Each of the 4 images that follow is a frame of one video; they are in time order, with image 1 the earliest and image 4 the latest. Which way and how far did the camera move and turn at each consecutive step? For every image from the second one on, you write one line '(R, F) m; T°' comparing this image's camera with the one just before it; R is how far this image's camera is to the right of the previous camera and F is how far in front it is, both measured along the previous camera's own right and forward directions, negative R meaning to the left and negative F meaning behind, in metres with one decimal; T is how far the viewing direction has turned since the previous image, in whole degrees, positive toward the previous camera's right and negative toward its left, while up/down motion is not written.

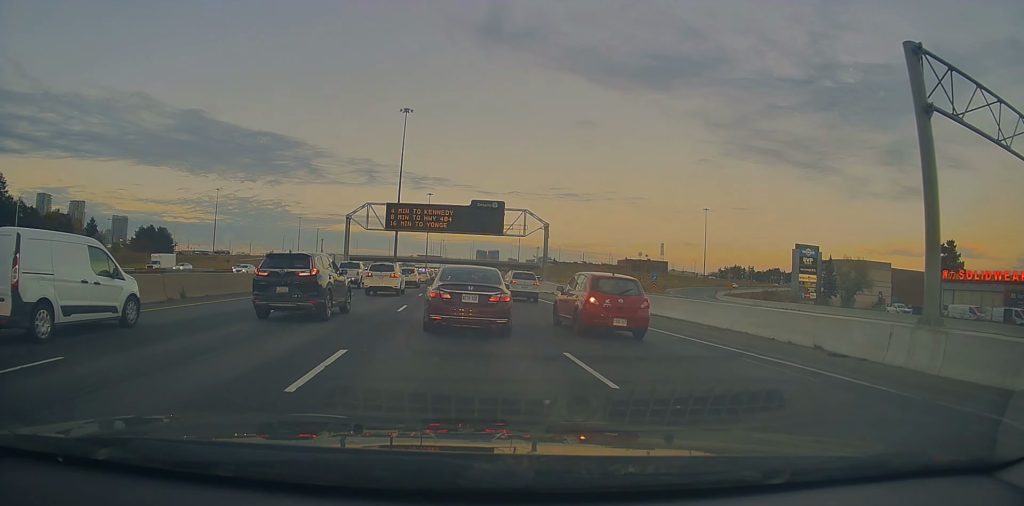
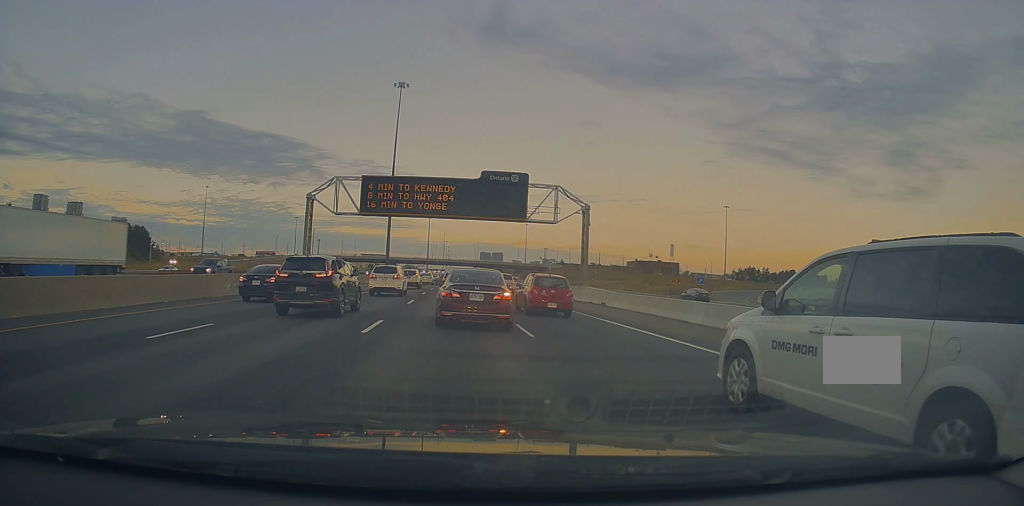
(-0.4, +18.9) m; -4°
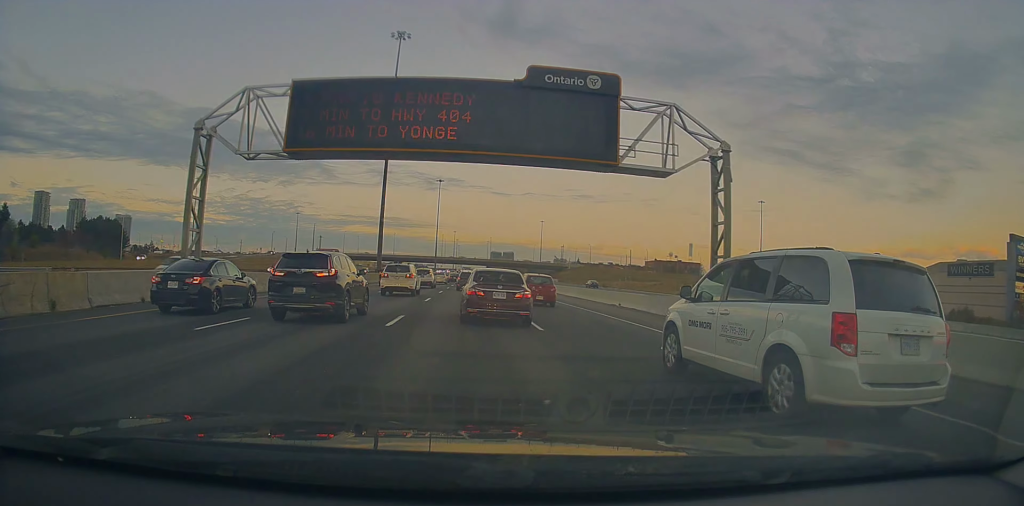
(-0.4, +23.3) m; -1°
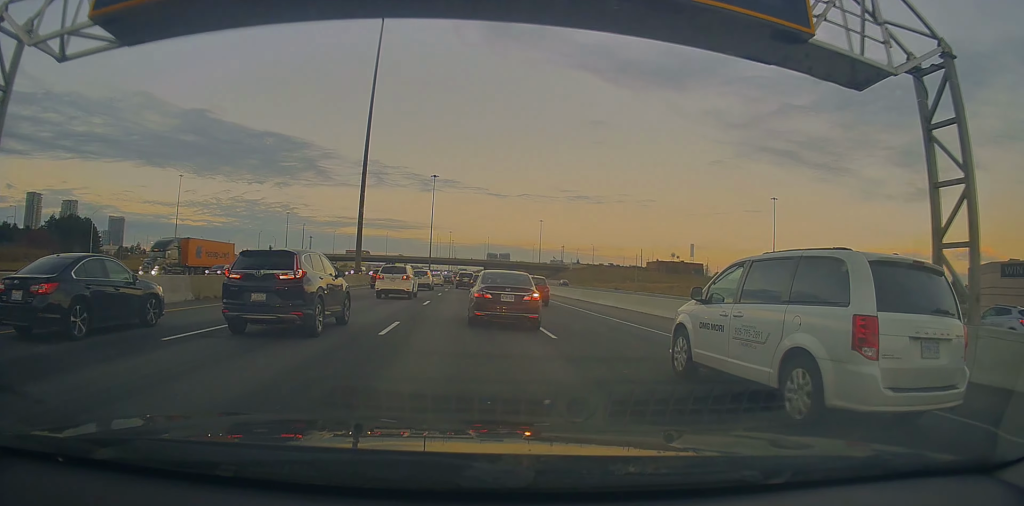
(-0.1, +13.7) m; -1°
